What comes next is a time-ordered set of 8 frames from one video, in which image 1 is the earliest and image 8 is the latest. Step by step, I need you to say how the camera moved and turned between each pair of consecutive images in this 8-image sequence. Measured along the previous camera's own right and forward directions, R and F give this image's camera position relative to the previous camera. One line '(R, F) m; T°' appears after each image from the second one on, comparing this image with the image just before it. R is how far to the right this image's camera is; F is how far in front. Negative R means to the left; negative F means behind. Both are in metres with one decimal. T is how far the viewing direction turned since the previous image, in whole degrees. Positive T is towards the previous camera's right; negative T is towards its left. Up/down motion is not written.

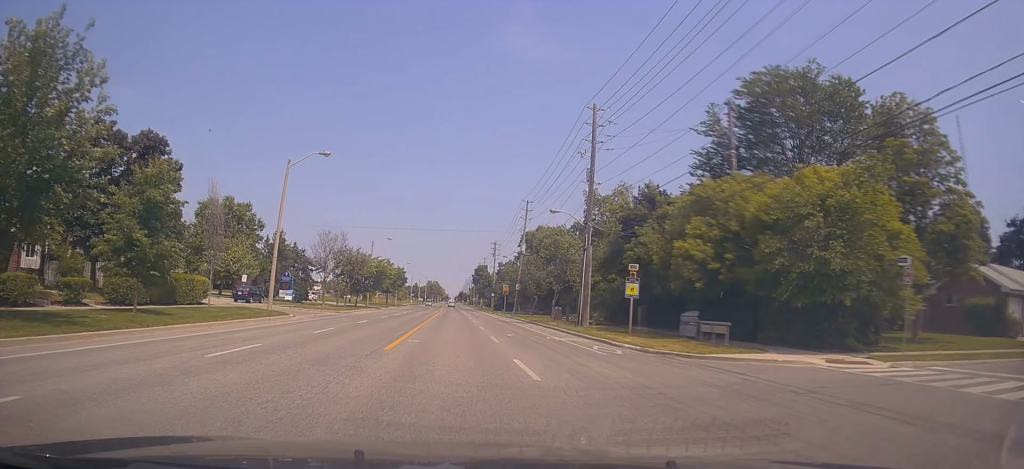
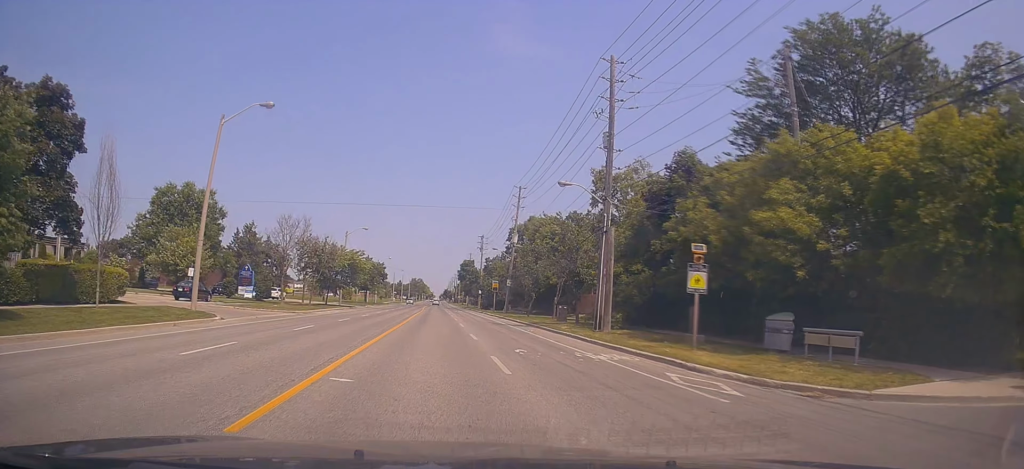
(+0.3, +9.0) m; +2°
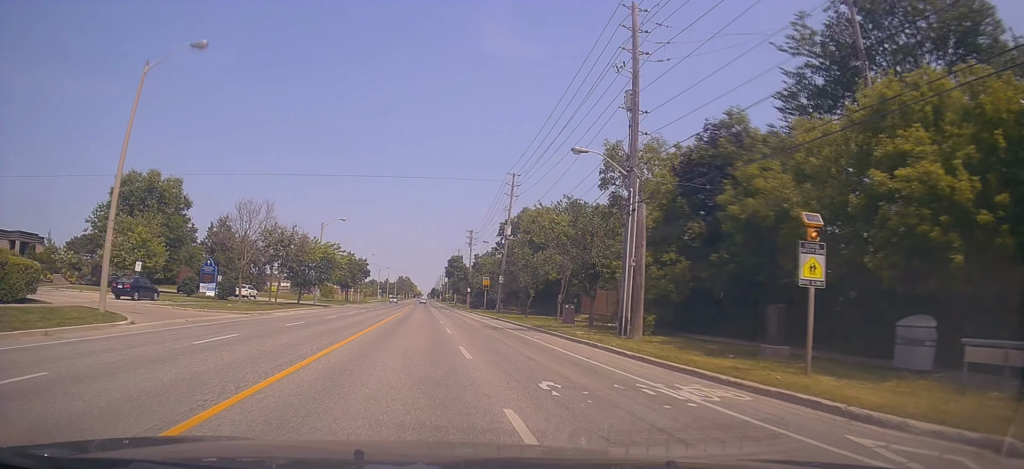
(0.0, +7.0) m; +1°
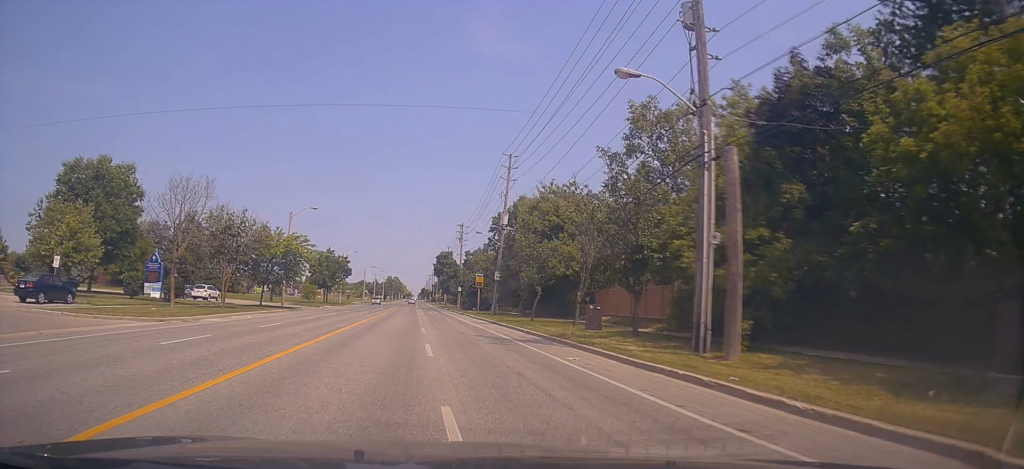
(+0.1, +8.9) m; +2°
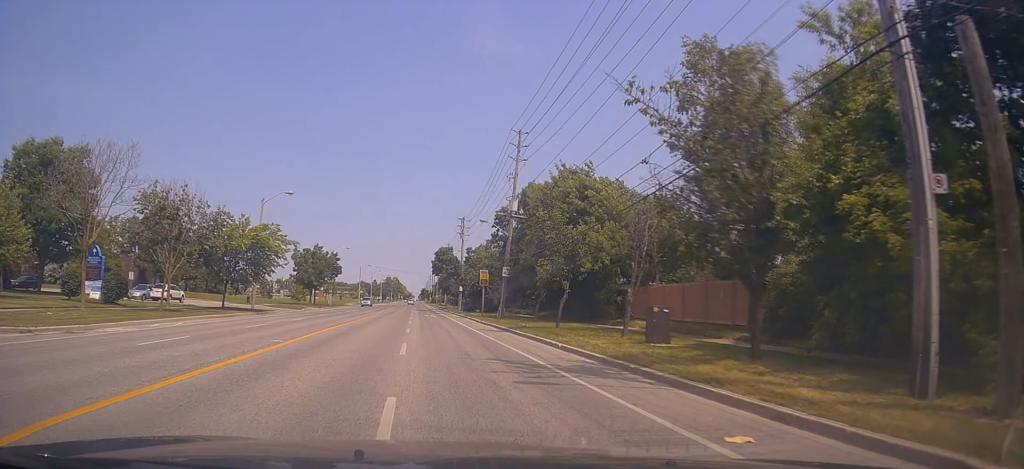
(+0.2, +8.9) m; 0°
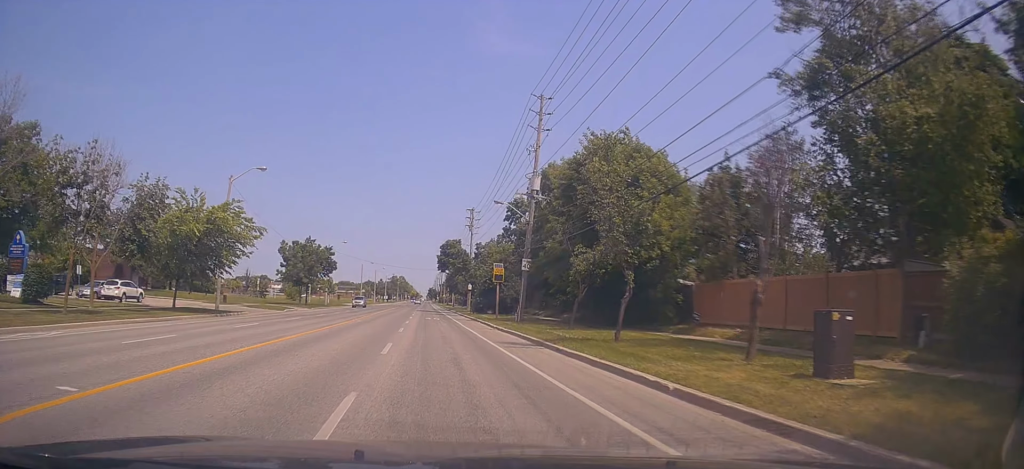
(0.0, +8.8) m; -2°
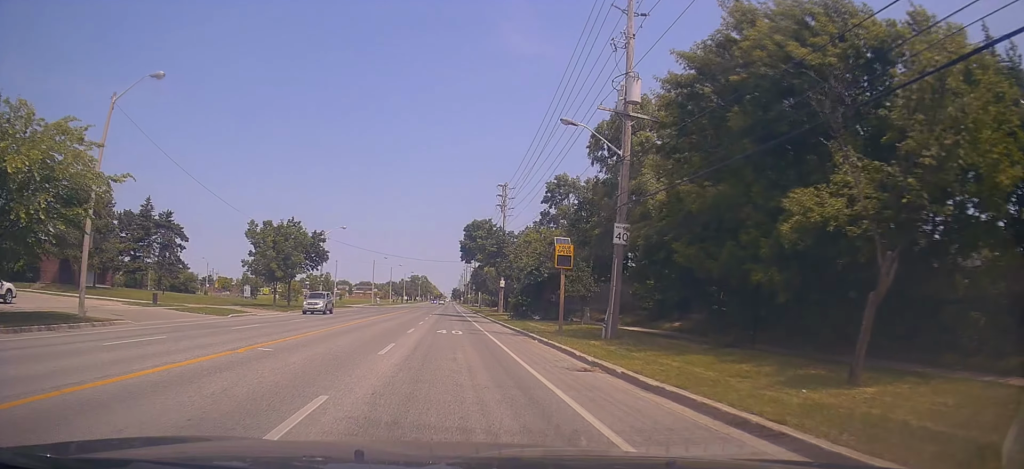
(-0.5, +17.9) m; 0°
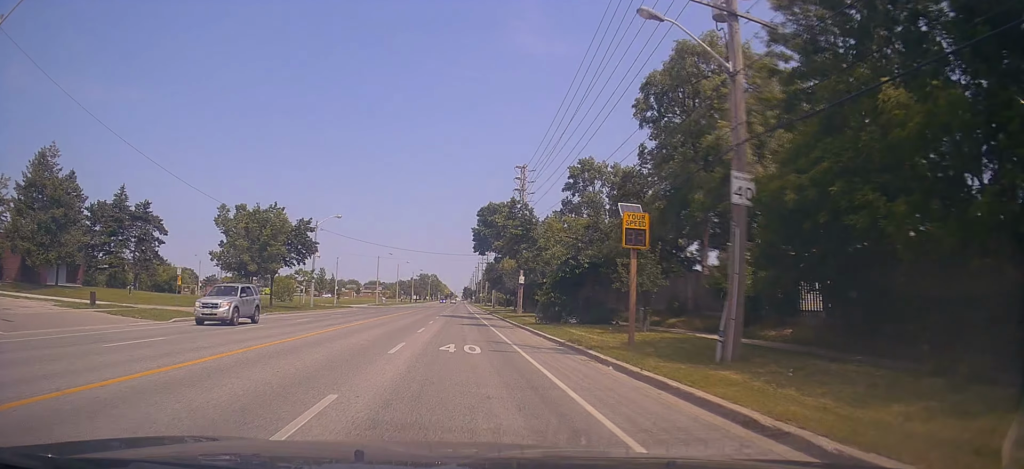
(+0.2, +8.8) m; -2°
